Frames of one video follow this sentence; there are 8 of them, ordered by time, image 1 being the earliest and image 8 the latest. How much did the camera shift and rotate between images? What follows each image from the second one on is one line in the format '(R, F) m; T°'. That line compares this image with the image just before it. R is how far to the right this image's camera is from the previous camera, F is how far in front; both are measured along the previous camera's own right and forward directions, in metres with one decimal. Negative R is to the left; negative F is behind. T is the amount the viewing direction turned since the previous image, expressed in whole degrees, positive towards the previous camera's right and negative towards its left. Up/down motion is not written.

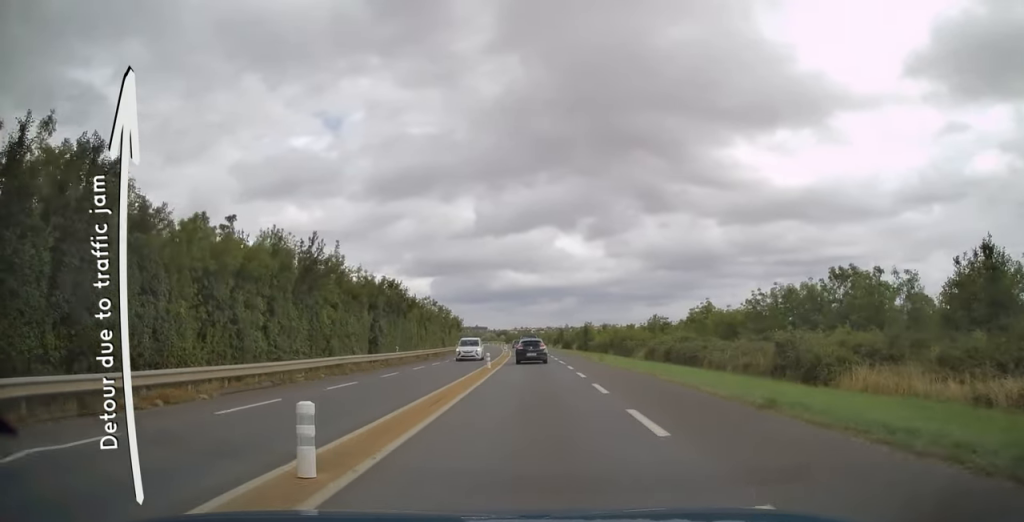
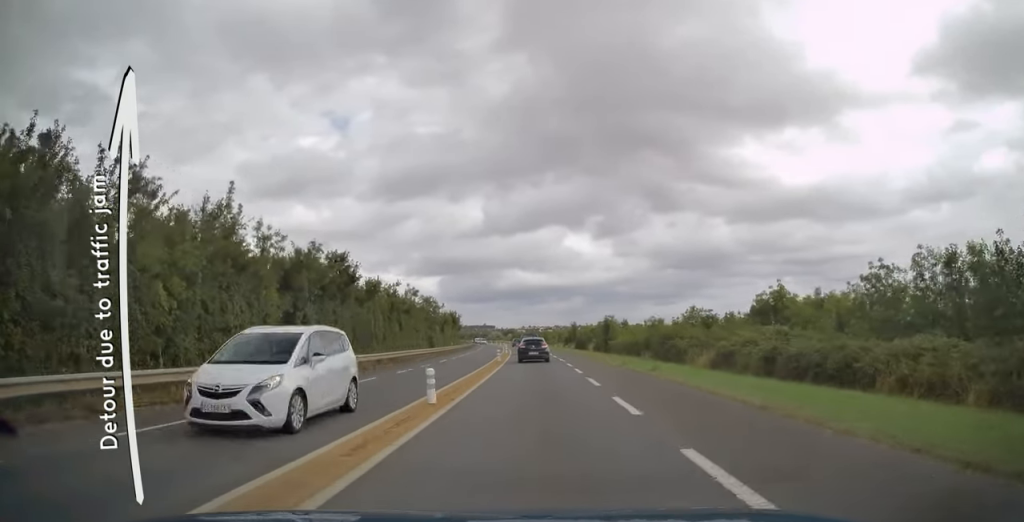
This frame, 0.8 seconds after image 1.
(+0.1, +17.1) m; 0°
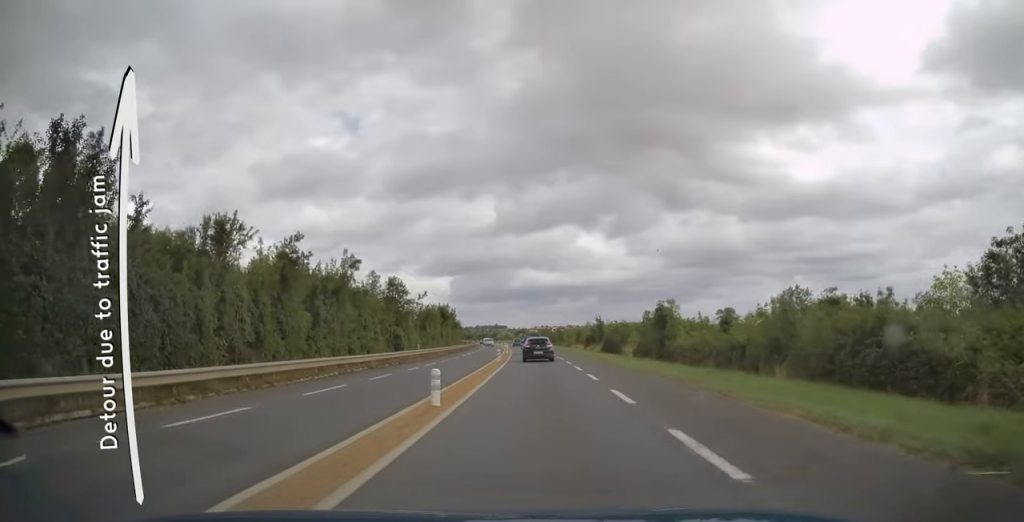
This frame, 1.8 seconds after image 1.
(-0.4, +24.6) m; -1°
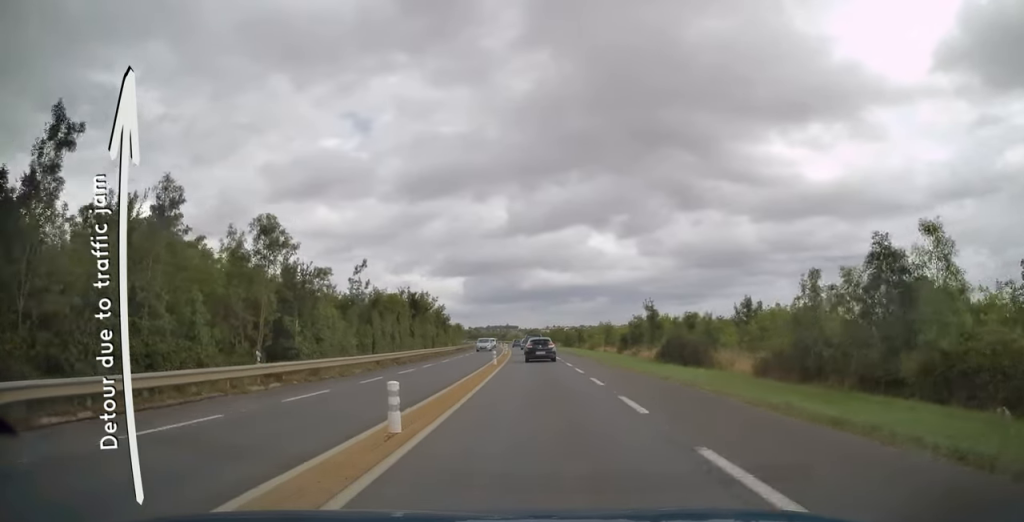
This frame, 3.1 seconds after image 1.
(-0.3, +27.6) m; -2°
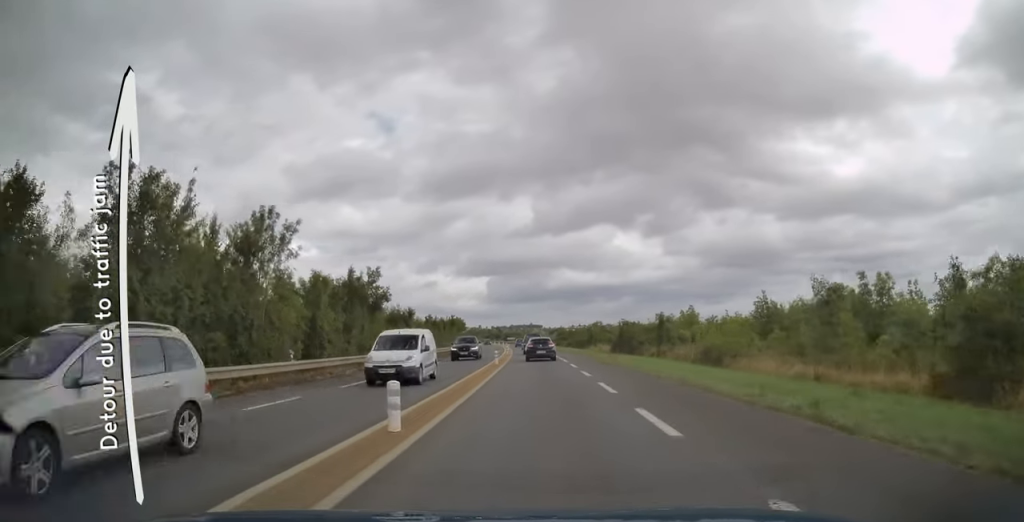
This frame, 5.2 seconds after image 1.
(-0.7, +47.9) m; -2°
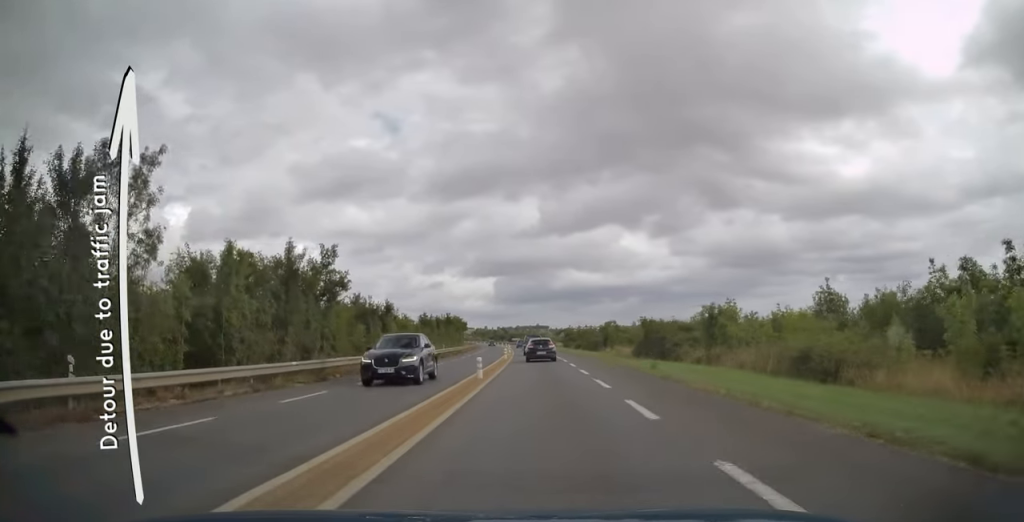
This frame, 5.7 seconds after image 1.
(0.0, +11.4) m; -1°
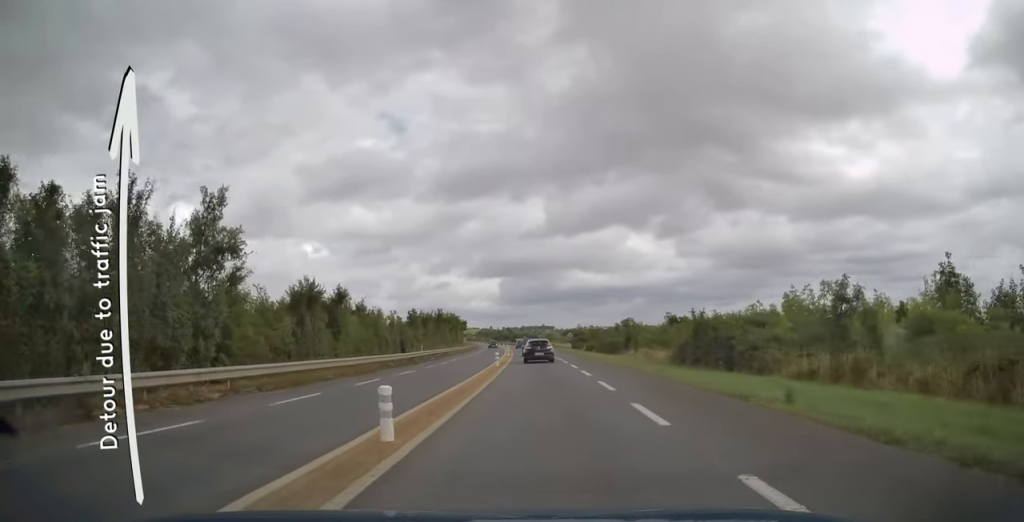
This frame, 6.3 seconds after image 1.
(-0.2, +13.7) m; -1°
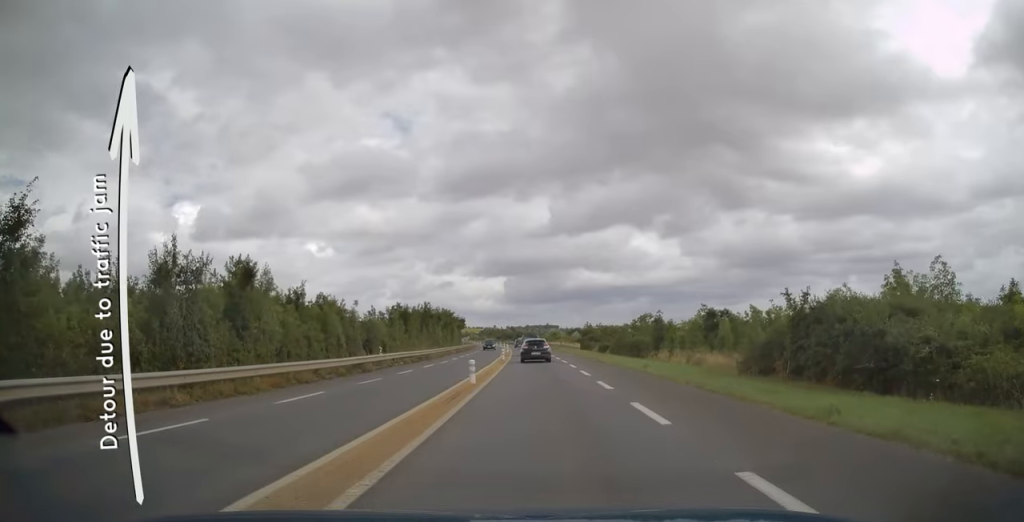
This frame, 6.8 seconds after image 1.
(-0.1, +12.9) m; -1°
